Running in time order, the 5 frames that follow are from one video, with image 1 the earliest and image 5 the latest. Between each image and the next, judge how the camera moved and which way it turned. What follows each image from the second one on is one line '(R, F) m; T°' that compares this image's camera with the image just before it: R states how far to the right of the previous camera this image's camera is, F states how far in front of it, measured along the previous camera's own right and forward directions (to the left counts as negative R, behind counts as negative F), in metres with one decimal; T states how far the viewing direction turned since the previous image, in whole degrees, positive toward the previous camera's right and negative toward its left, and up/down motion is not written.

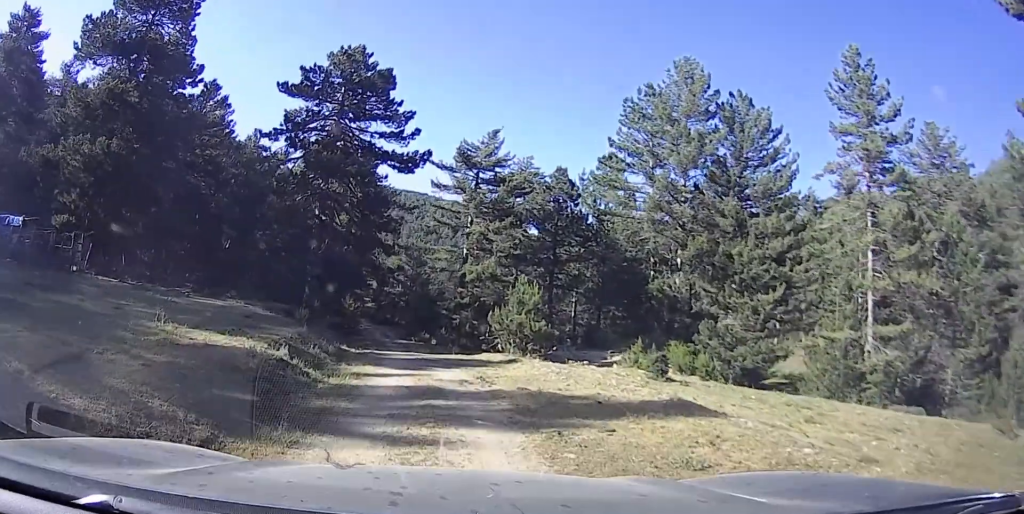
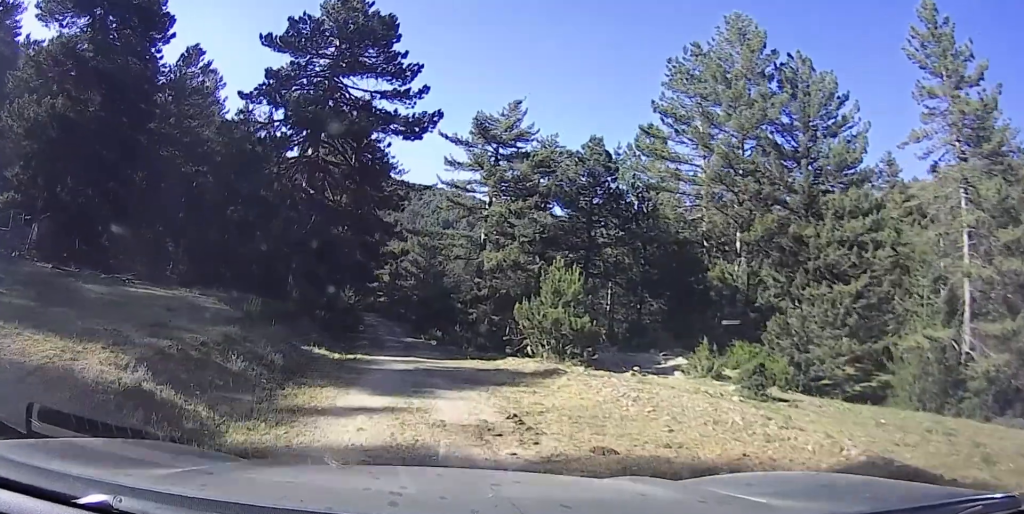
(0.0, +5.6) m; -1°
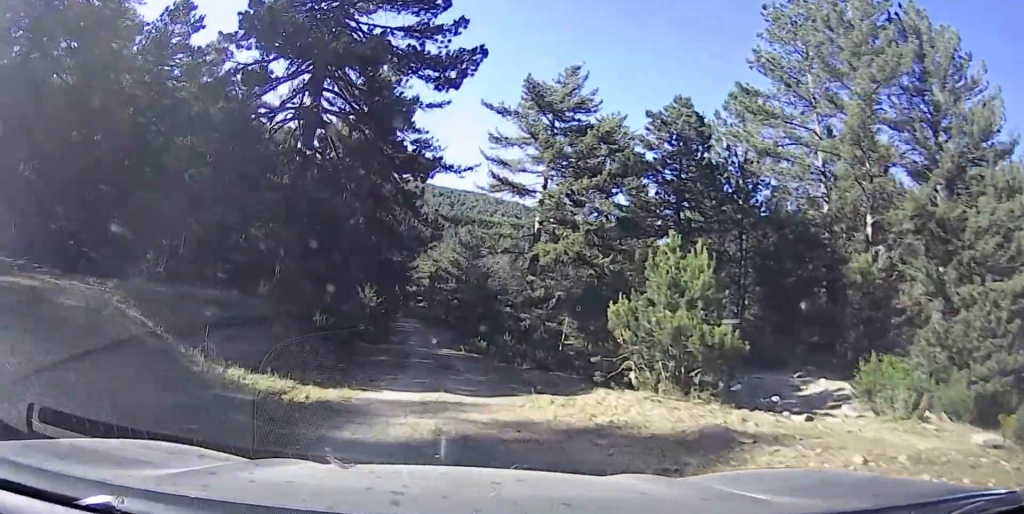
(-0.3, +7.4) m; -10°
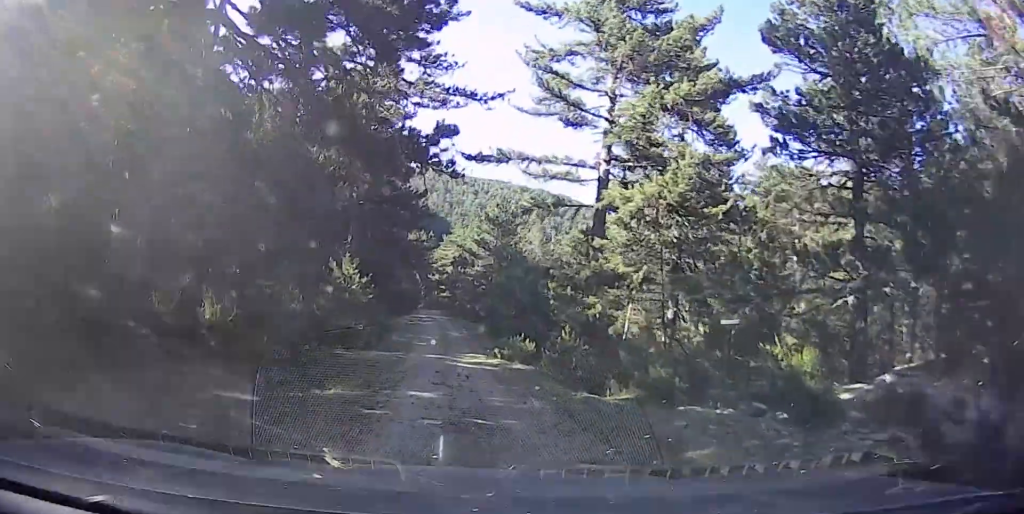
(-1.0, +11.5) m; -5°
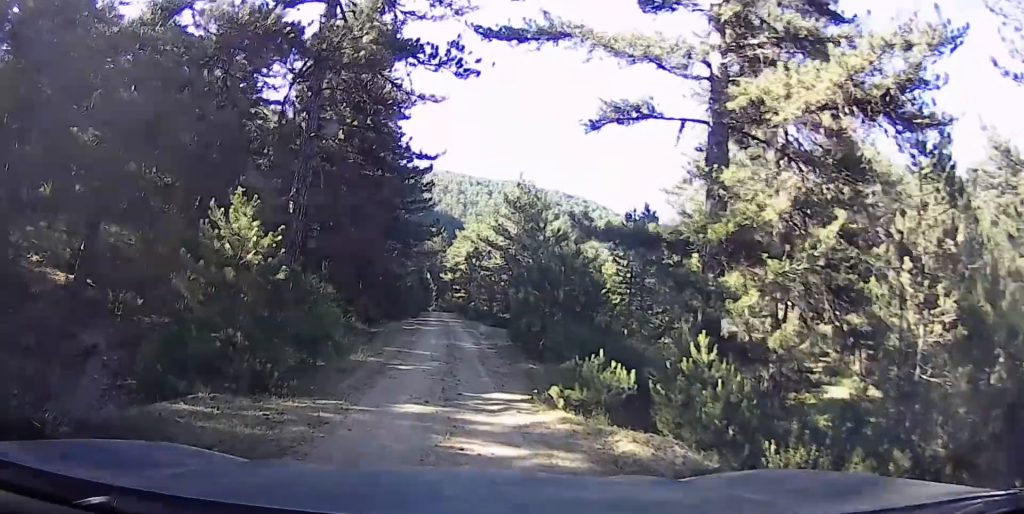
(-0.7, +10.4) m; -7°
